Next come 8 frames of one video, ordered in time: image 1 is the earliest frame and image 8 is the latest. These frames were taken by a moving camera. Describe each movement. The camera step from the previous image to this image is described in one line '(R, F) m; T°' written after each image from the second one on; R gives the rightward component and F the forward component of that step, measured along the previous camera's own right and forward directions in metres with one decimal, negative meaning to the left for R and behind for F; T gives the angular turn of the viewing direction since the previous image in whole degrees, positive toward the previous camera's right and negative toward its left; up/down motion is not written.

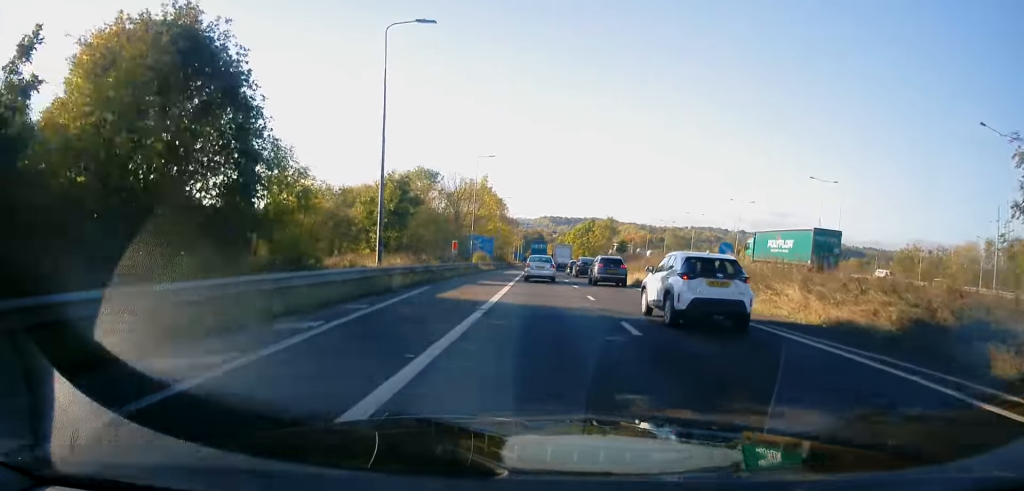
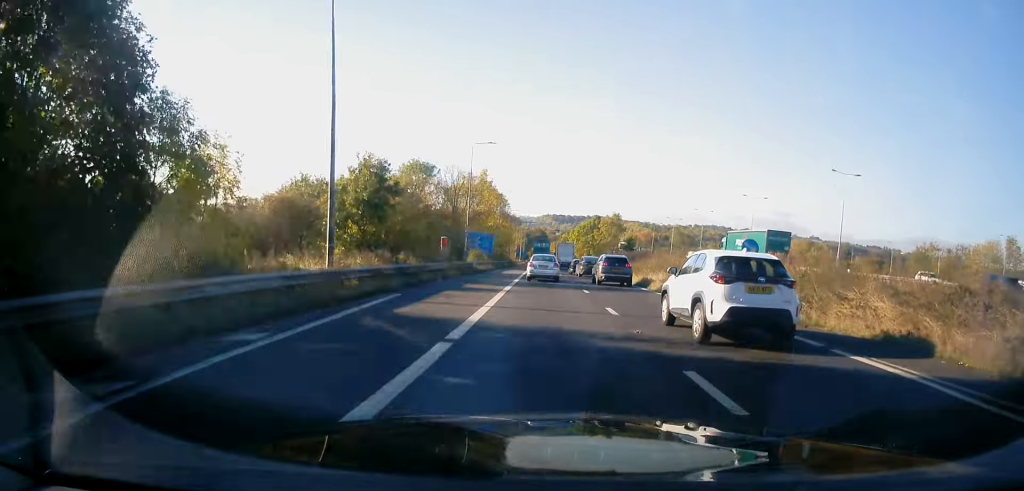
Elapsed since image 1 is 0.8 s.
(-0.1, +5.4) m; 0°
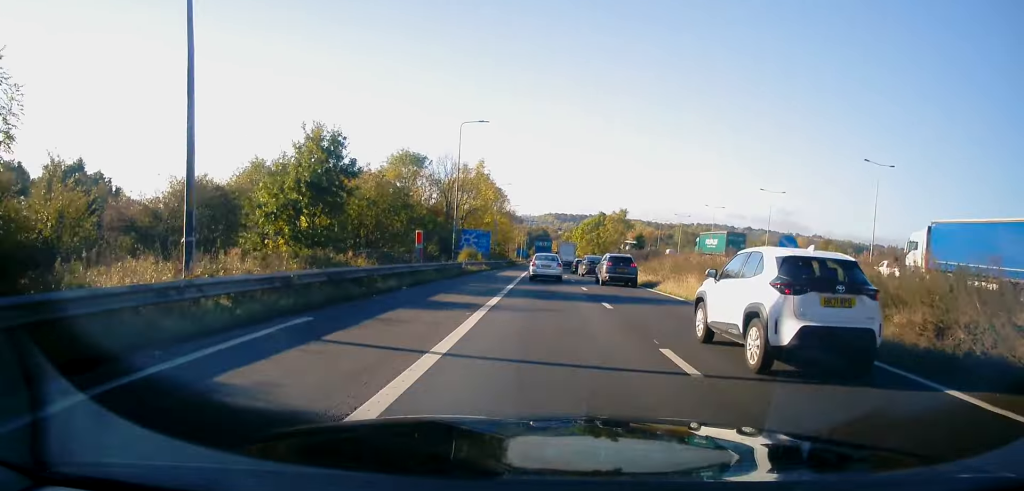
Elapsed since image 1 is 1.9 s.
(0.0, +7.3) m; +1°
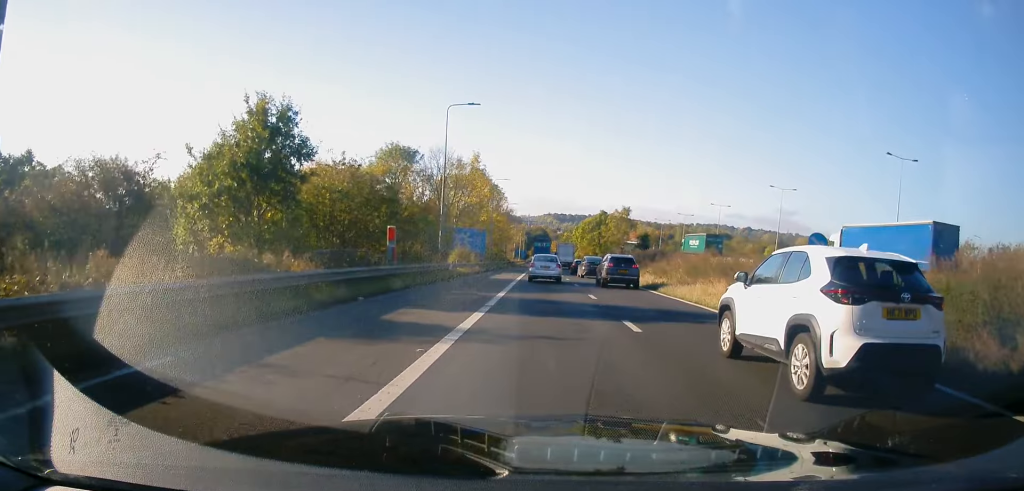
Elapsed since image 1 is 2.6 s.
(0.0, +5.0) m; 0°
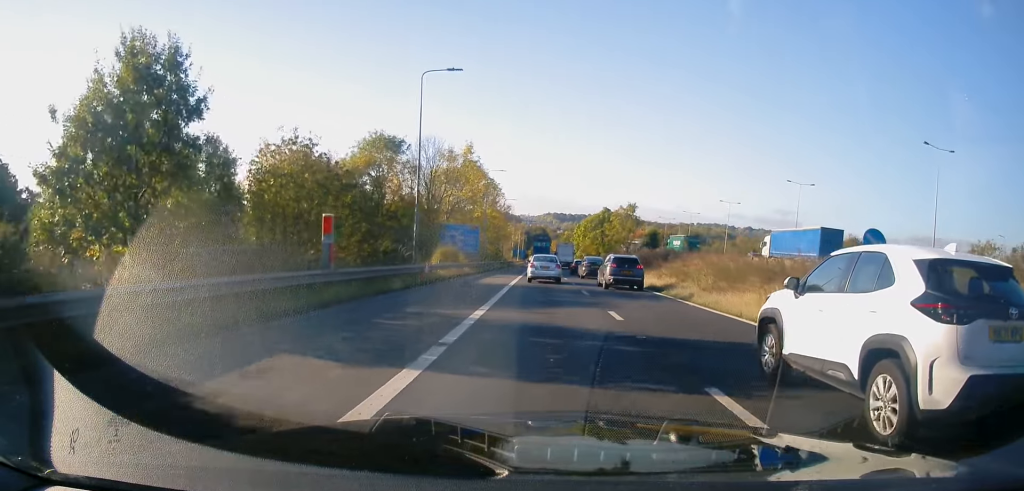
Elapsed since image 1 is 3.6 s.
(0.0, +6.7) m; 0°
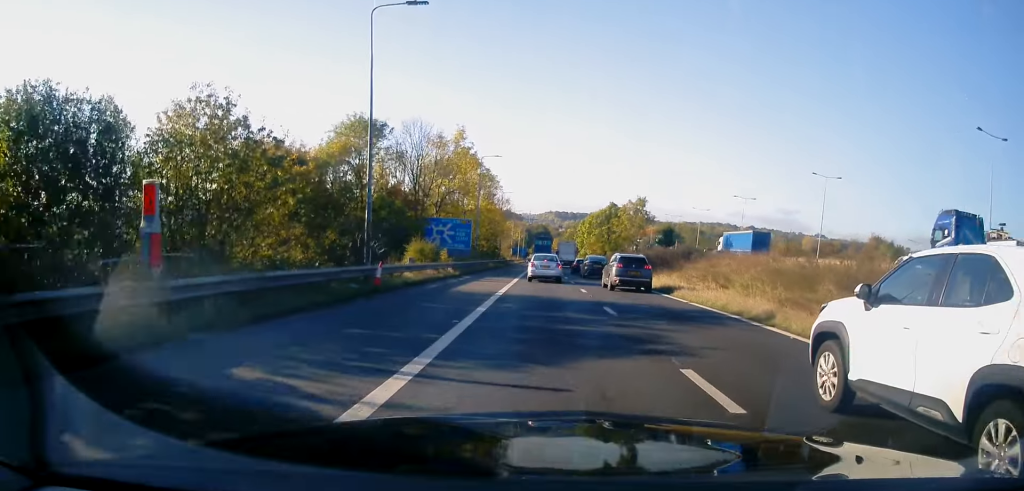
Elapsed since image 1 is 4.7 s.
(0.0, +8.0) m; 0°
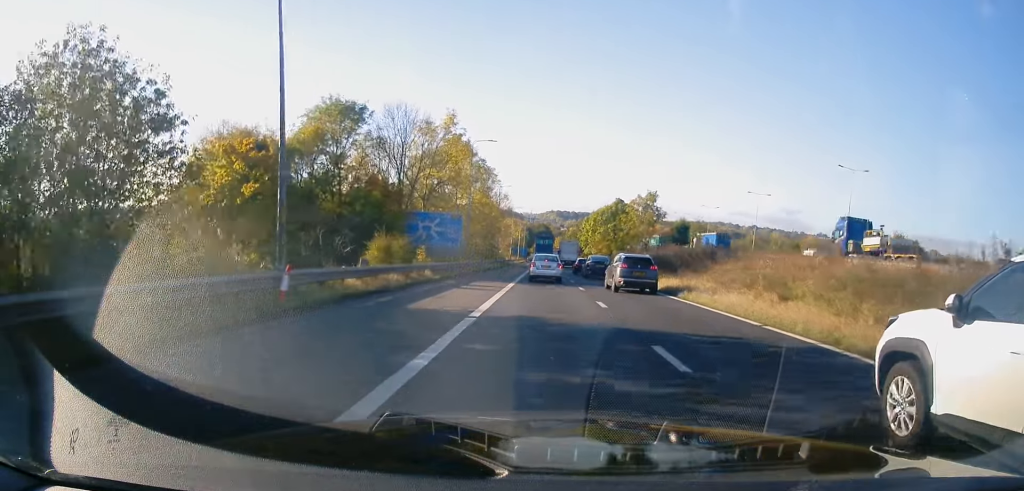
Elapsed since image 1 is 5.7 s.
(0.0, +7.4) m; -1°
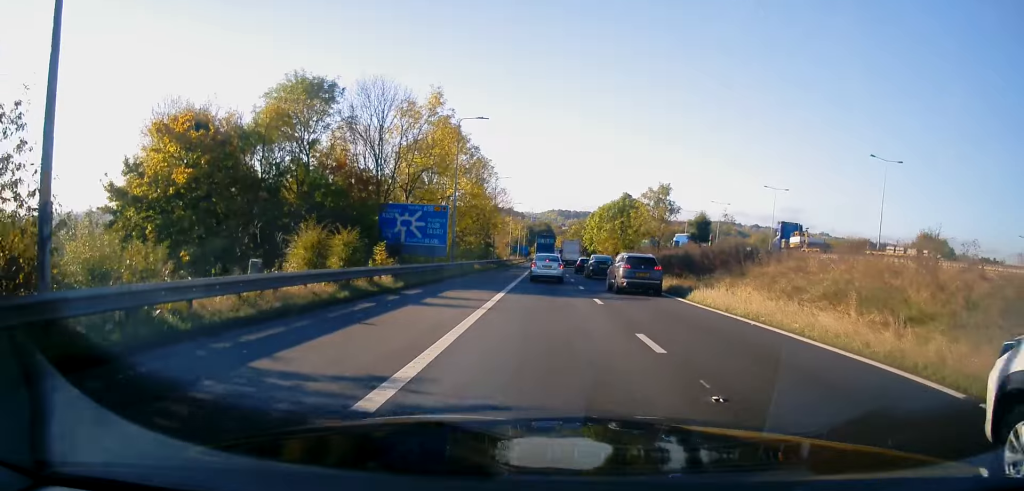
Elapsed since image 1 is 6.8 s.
(0.0, +7.8) m; 0°
